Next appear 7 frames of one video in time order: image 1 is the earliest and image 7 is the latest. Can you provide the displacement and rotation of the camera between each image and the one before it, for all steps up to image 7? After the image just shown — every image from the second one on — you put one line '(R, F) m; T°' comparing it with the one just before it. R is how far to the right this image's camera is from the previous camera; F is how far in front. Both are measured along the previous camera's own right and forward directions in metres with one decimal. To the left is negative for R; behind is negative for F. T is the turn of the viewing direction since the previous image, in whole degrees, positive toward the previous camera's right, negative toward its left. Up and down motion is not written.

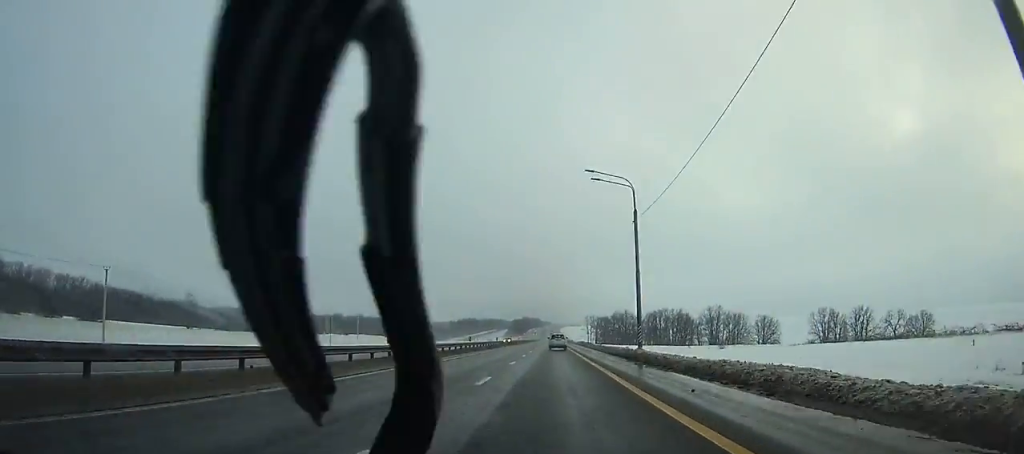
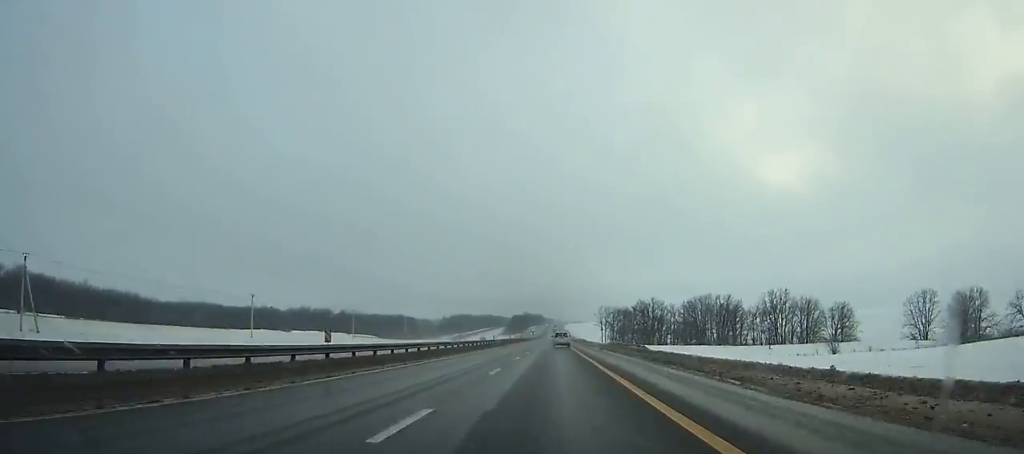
(-0.1, +67.8) m; 0°
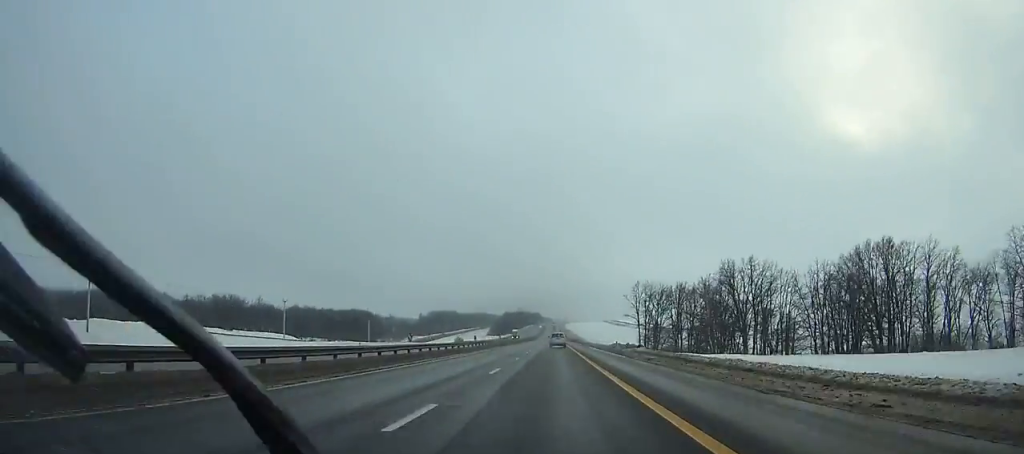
(+0.1, +107.3) m; 0°
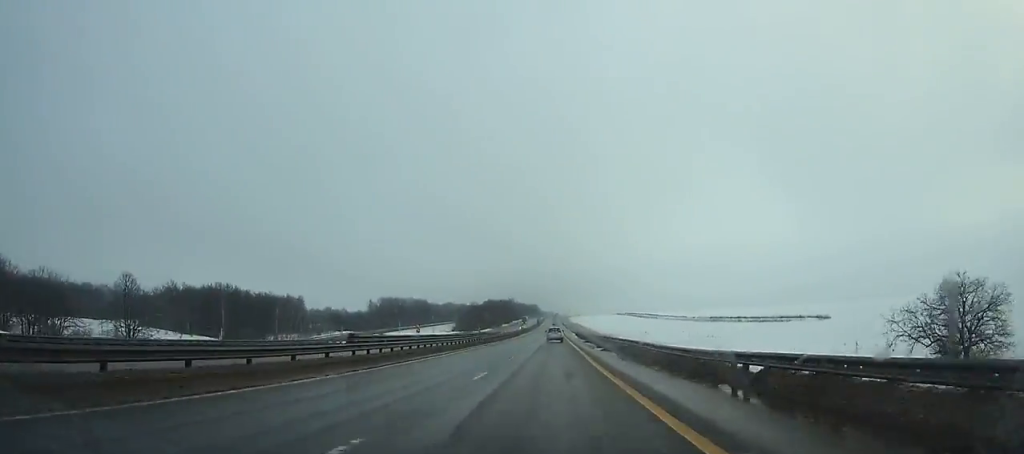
(+0.1, +147.8) m; 0°
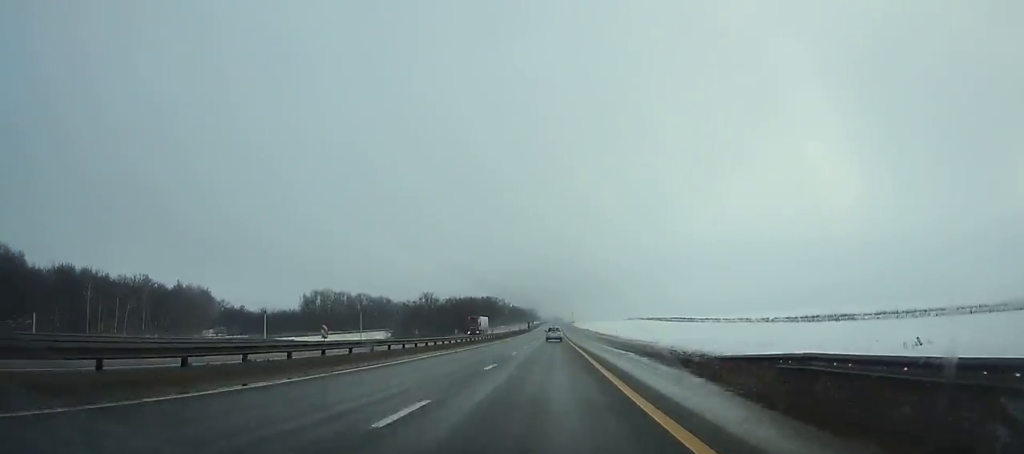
(+0.2, +103.2) m; 0°
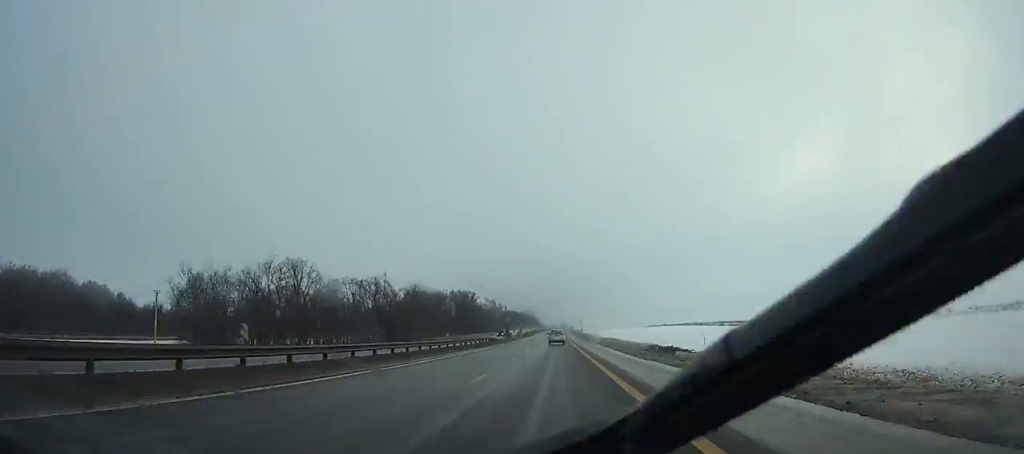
(-0.4, +96.9) m; 0°
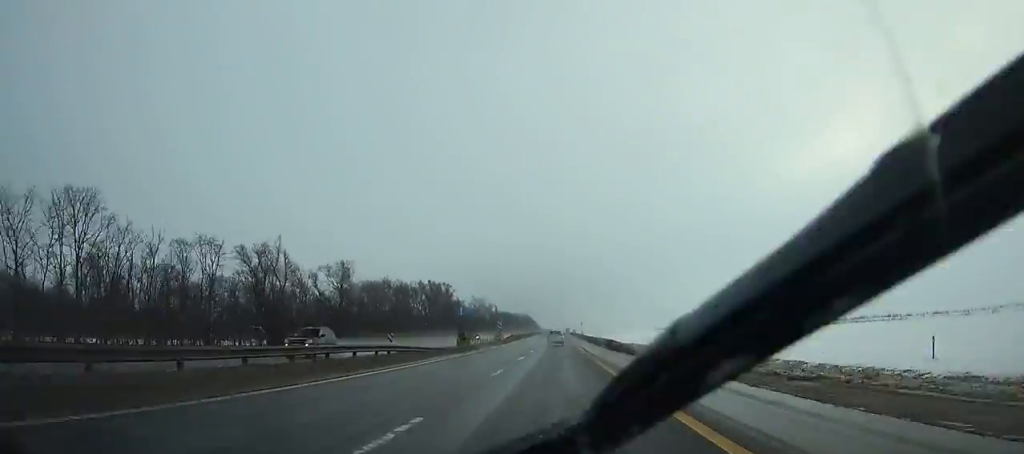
(0.0, +43.9) m; 0°
